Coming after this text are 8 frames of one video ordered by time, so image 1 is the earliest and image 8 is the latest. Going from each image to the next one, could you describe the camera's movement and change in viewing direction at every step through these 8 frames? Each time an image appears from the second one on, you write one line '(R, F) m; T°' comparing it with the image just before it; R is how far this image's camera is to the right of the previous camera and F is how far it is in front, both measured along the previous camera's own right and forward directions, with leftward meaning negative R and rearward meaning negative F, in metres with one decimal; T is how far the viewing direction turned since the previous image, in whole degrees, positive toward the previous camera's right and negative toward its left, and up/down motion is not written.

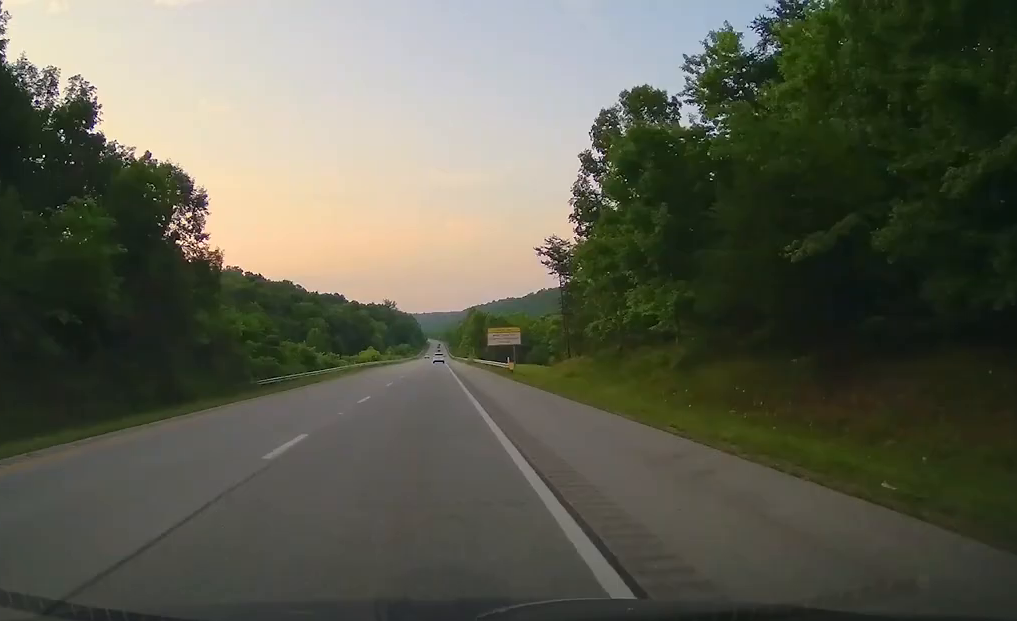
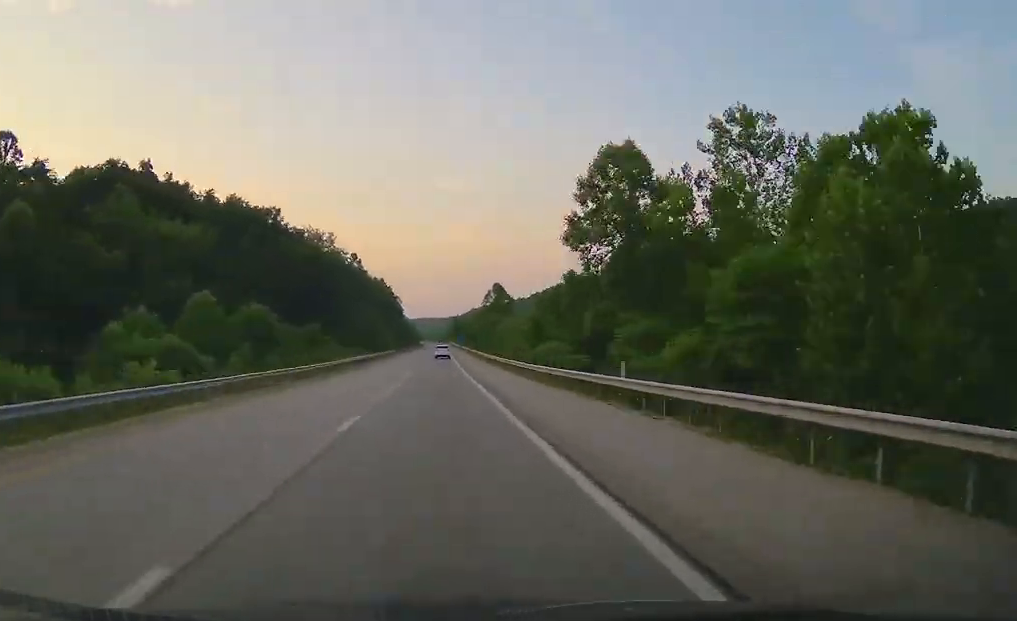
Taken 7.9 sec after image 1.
(-0.5, +284.6) m; 0°
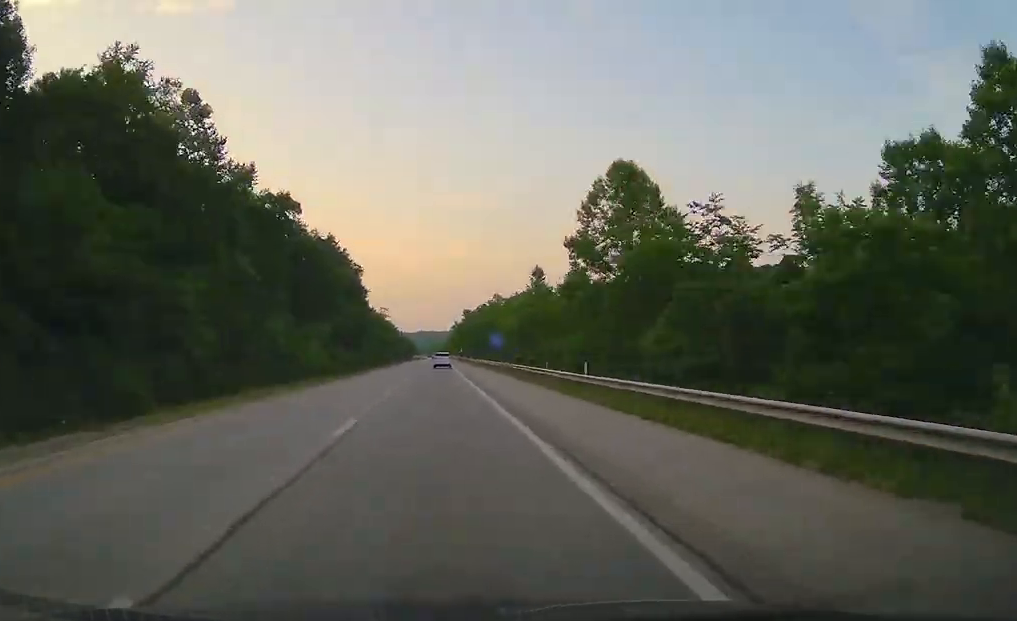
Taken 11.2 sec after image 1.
(+0.4, +119.4) m; 0°
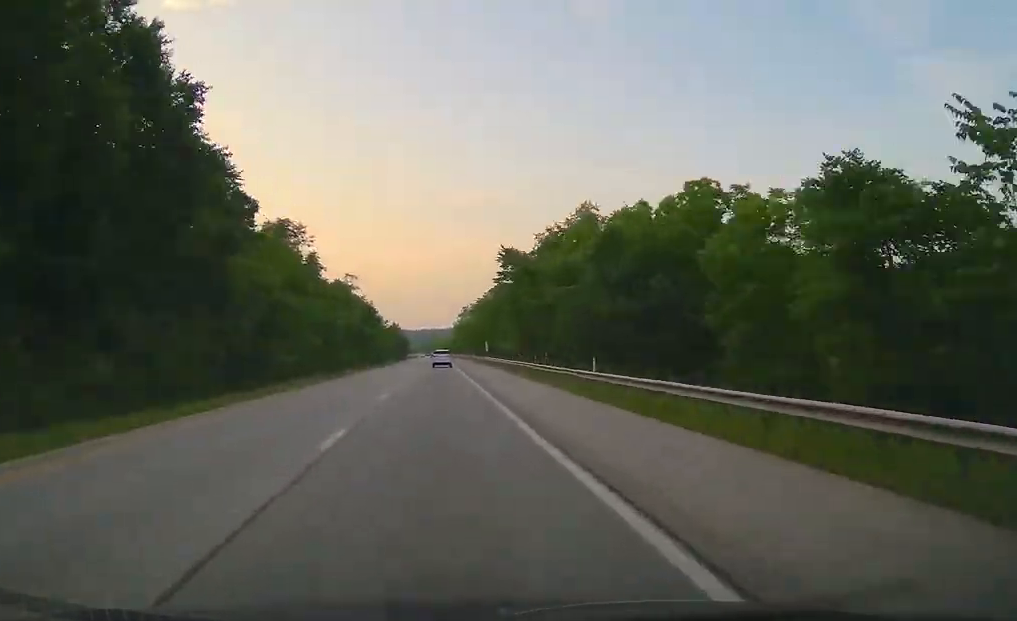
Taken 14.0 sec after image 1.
(-0.6, +98.2) m; 0°
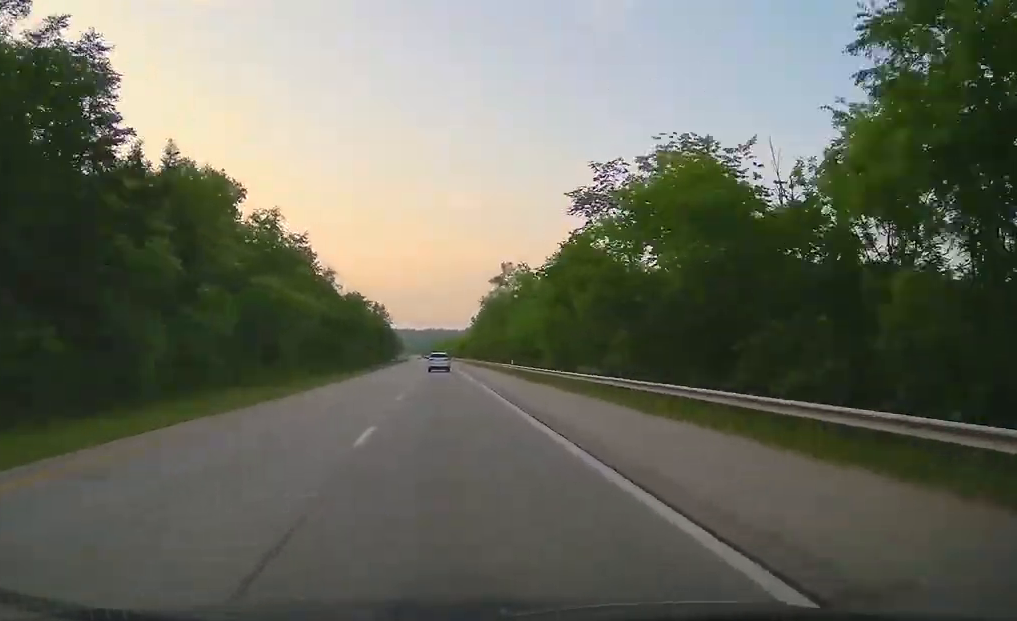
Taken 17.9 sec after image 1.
(-0.5, +134.5) m; -1°
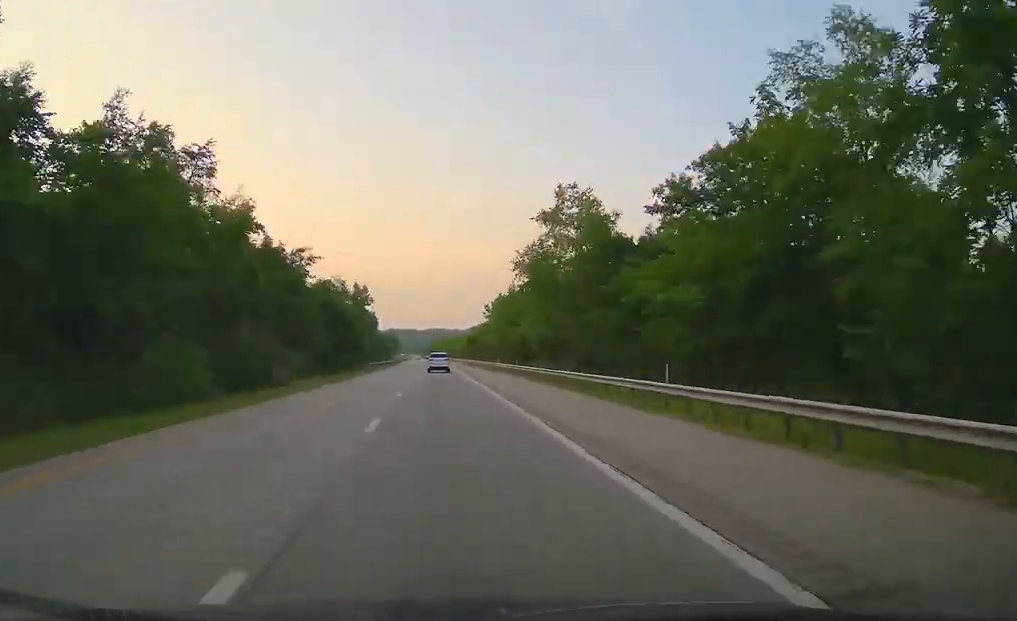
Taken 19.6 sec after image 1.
(+0.1, +60.0) m; 0°
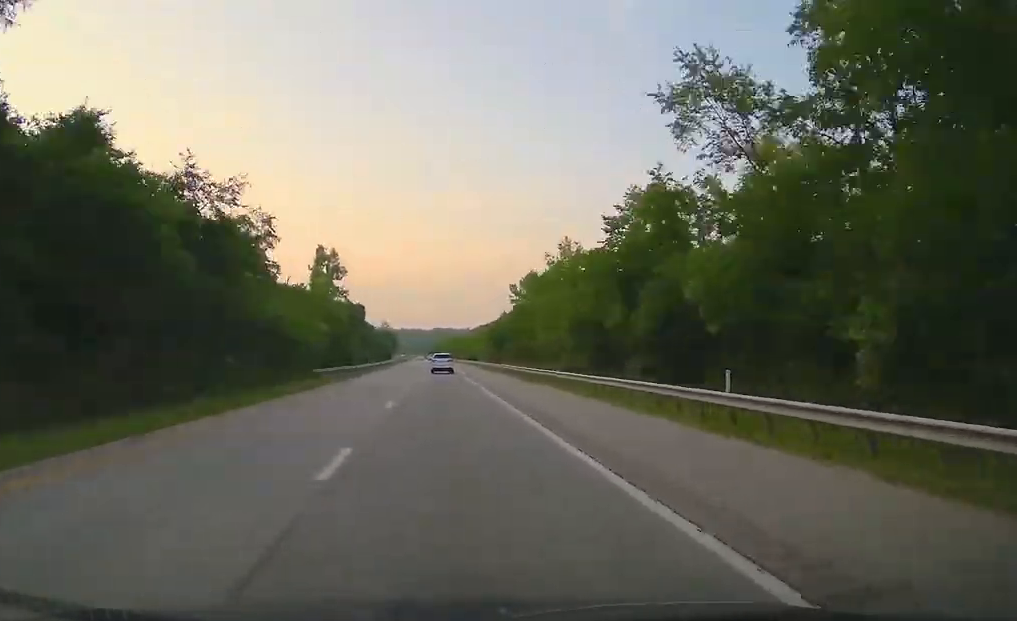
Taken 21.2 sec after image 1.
(-0.3, +54.9) m; 0°
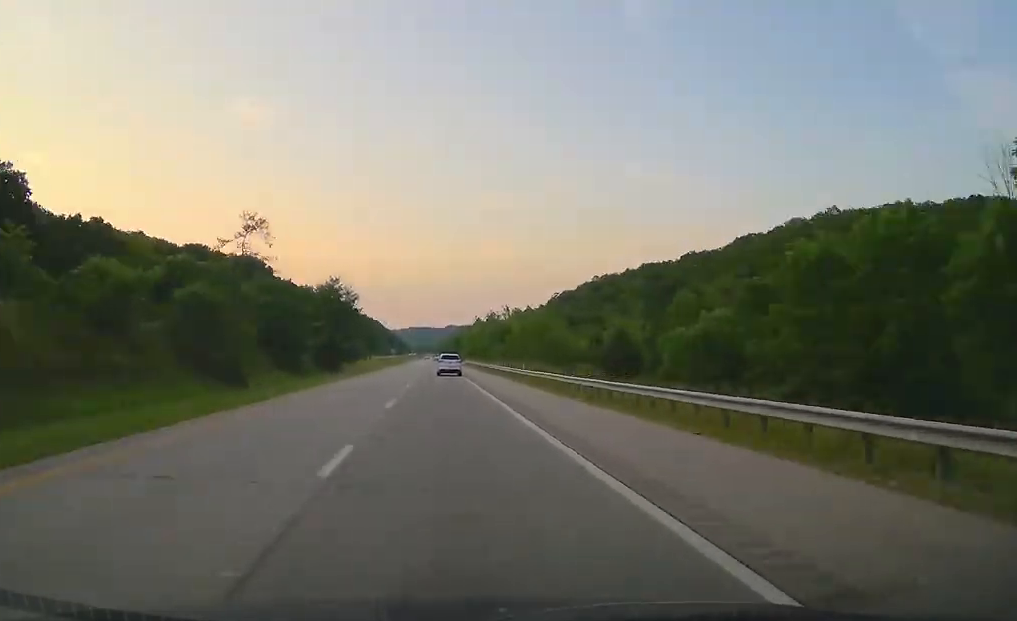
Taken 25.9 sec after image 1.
(-1.2, +160.2) m; -1°
